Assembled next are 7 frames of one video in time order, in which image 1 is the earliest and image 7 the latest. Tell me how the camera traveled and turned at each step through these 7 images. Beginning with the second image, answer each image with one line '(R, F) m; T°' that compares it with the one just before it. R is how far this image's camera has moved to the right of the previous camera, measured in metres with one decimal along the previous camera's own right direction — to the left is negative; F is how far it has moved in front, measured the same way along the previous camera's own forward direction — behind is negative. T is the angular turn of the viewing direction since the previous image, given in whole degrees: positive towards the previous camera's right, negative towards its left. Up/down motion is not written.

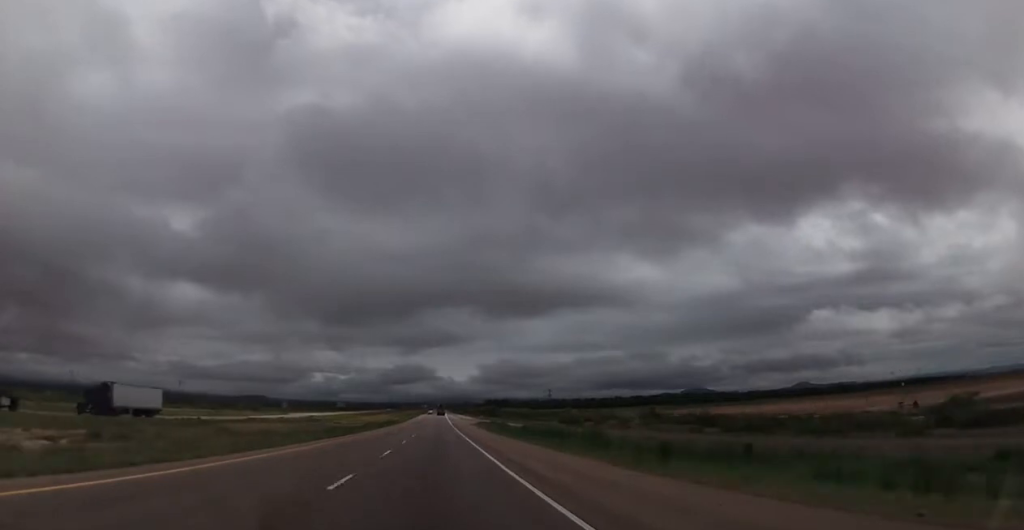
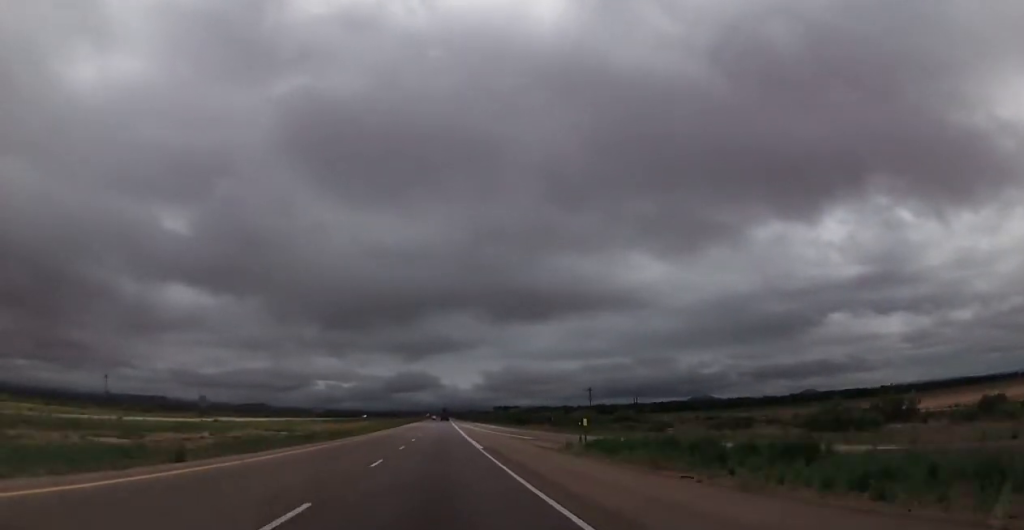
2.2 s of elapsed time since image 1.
(-0.1, +78.5) m; 0°
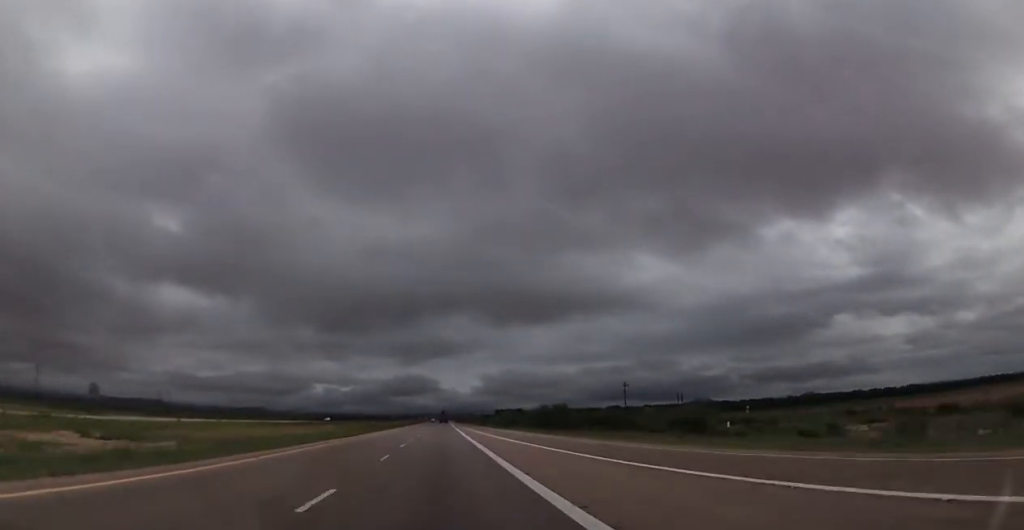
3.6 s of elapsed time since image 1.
(0.0, +46.4) m; 0°
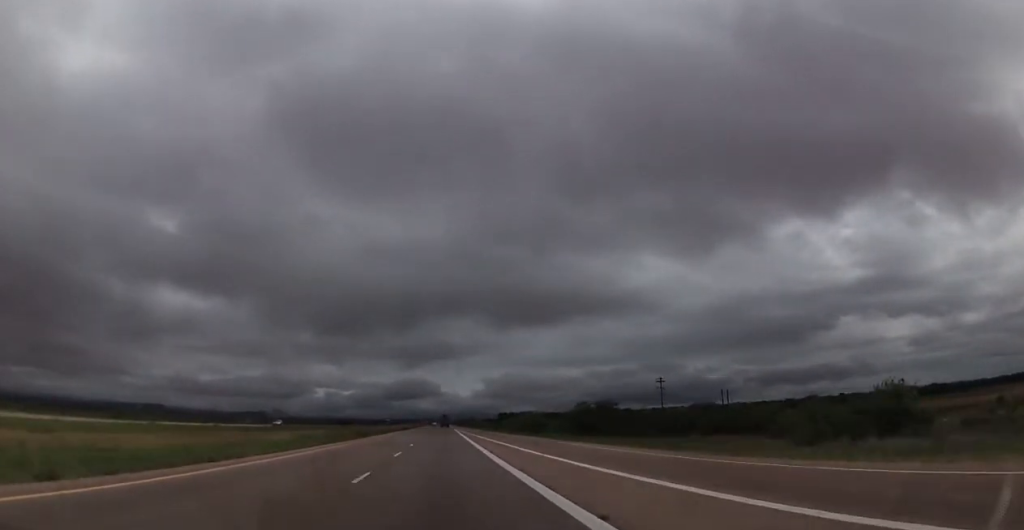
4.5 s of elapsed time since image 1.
(0.0, +31.3) m; 0°
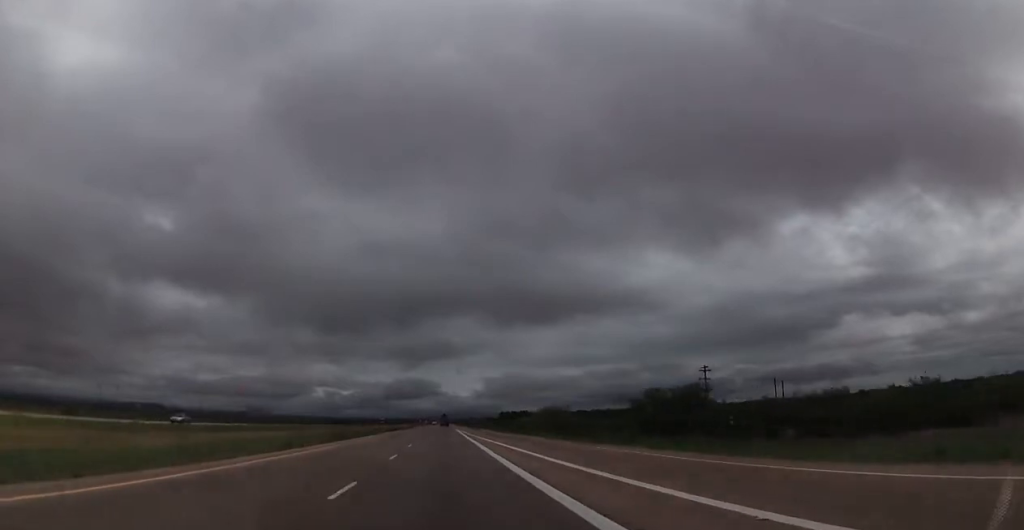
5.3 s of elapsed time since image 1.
(0.0, +27.8) m; 0°
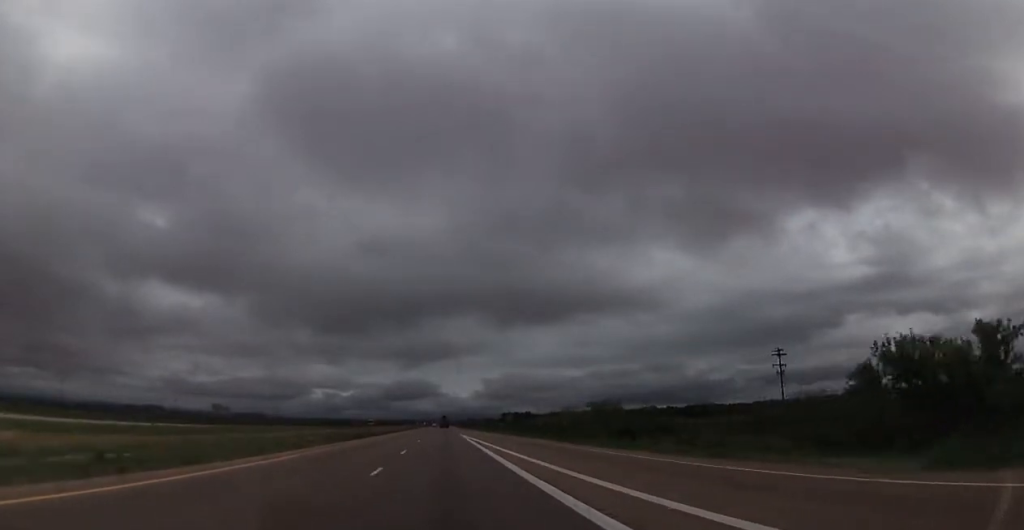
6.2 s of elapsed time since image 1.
(0.0, +31.2) m; 0°
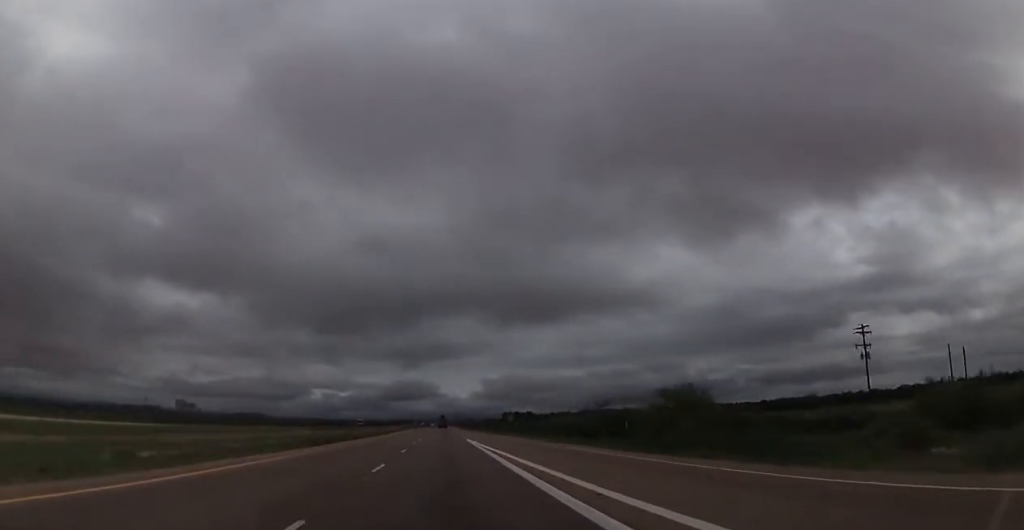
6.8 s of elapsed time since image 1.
(0.0, +23.1) m; 0°
